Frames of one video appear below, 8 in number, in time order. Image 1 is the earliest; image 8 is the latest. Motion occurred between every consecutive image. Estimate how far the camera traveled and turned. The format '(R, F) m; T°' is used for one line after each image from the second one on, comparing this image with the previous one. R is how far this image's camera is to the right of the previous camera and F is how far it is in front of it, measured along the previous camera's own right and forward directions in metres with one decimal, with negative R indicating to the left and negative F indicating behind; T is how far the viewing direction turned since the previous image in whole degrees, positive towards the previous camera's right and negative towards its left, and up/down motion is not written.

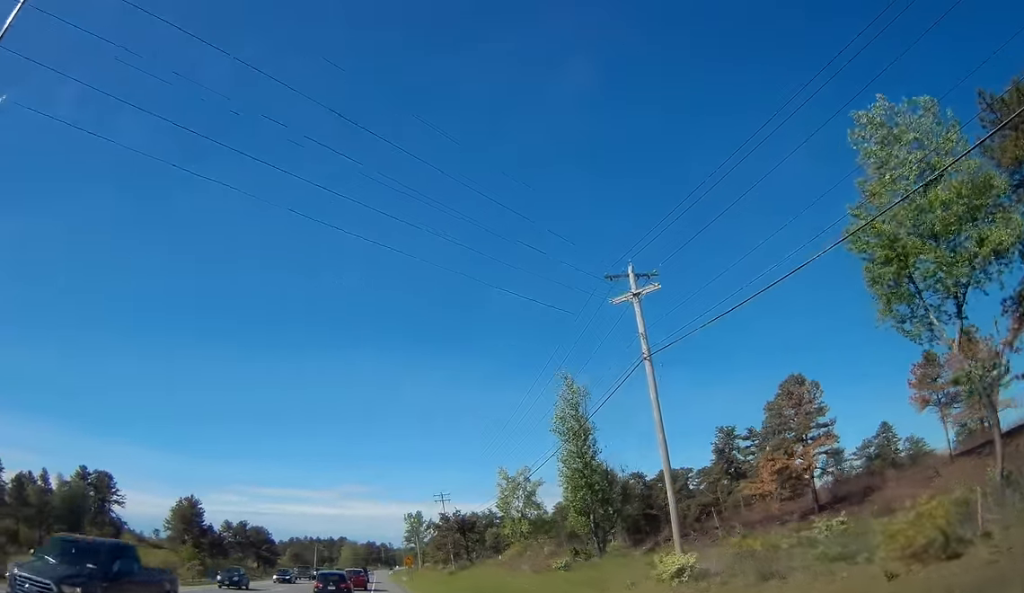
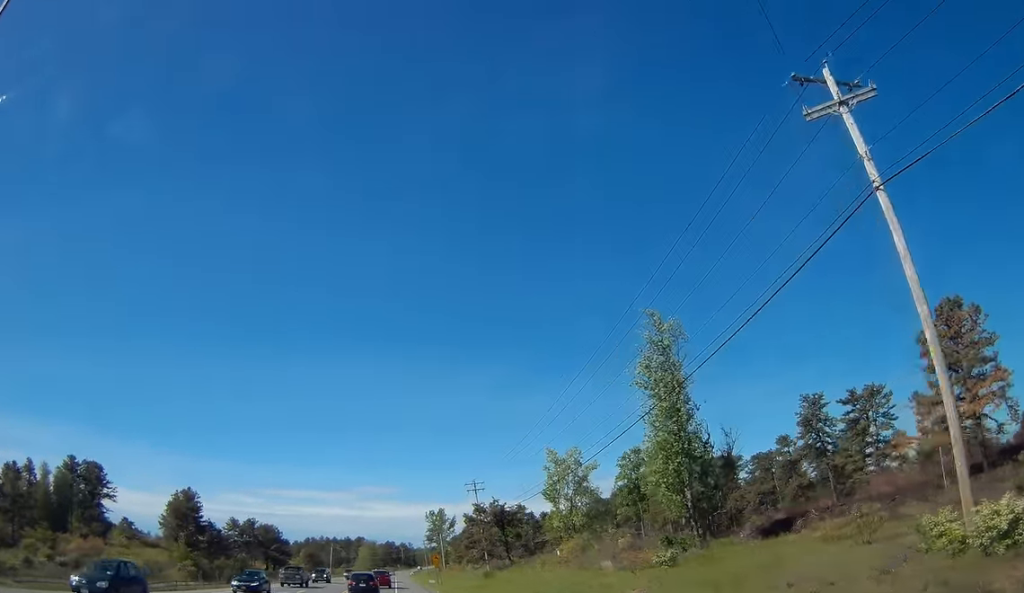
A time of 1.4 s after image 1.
(-0.5, +13.3) m; -3°
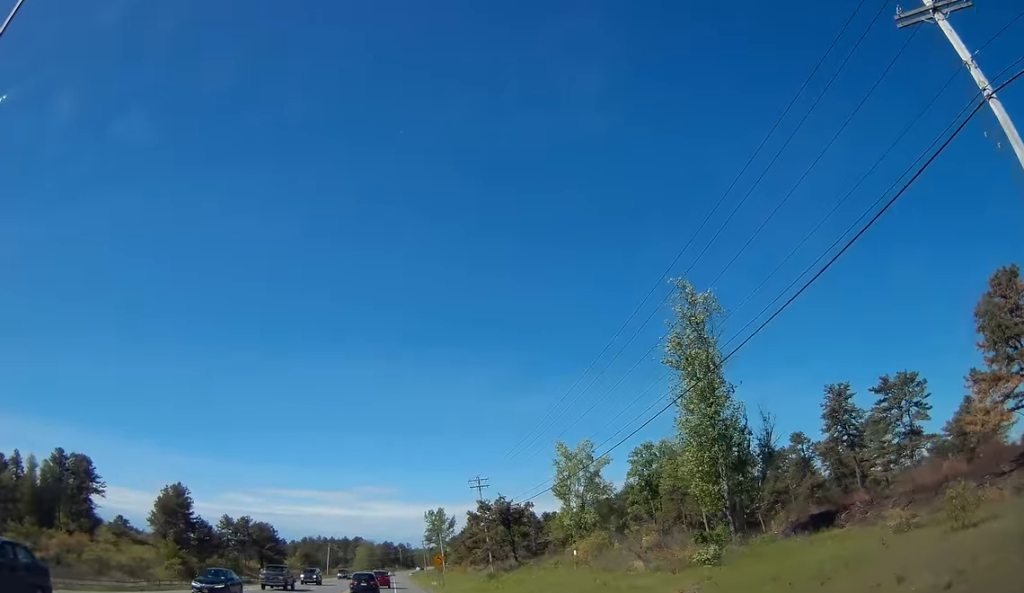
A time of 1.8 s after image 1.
(0.0, +4.6) m; 0°
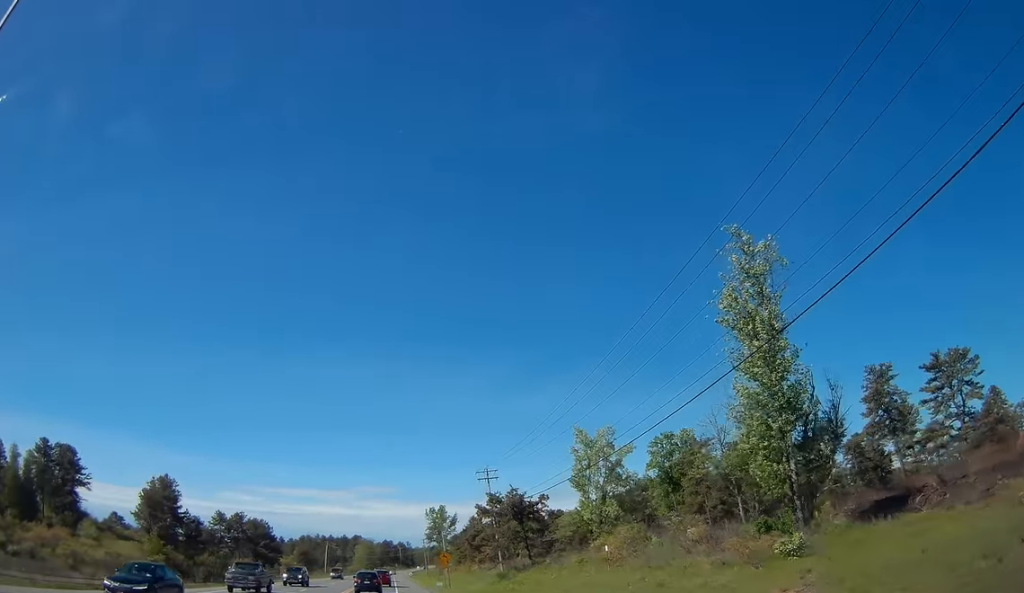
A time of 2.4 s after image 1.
(0.0, +6.3) m; 0°
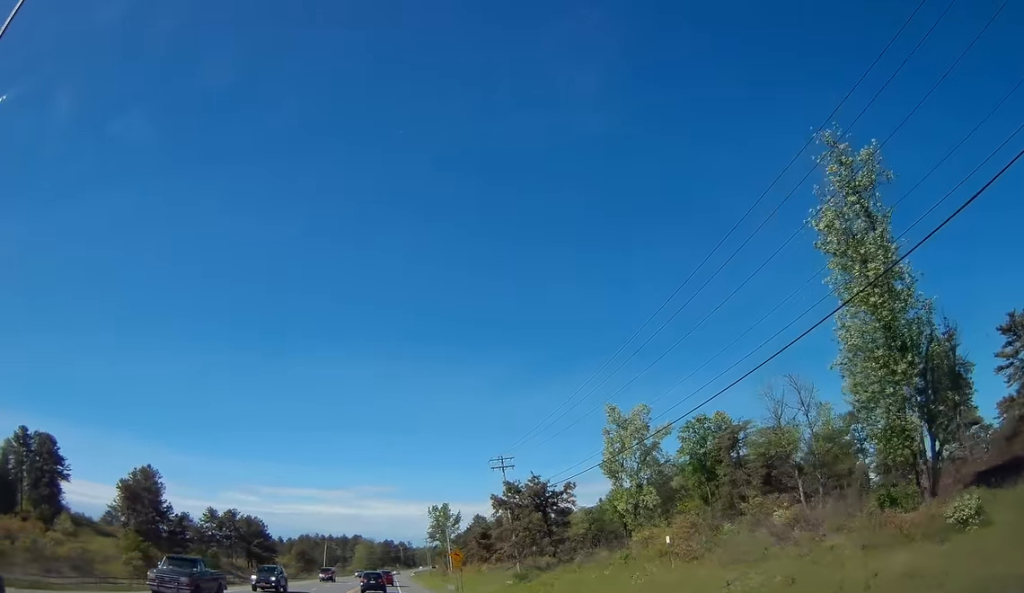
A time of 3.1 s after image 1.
(0.0, +8.2) m; 0°
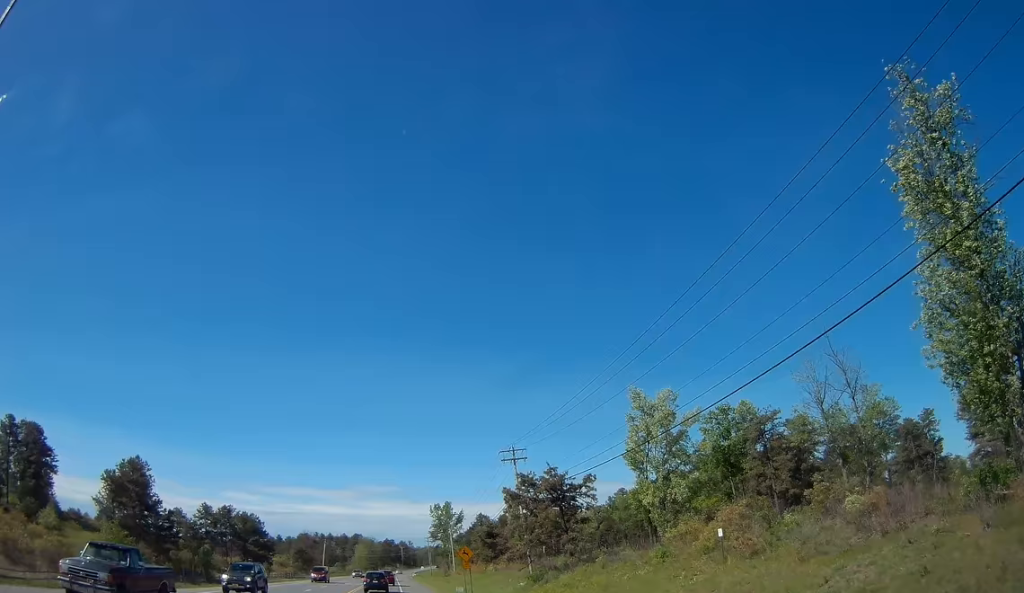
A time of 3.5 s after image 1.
(0.0, +4.9) m; 0°
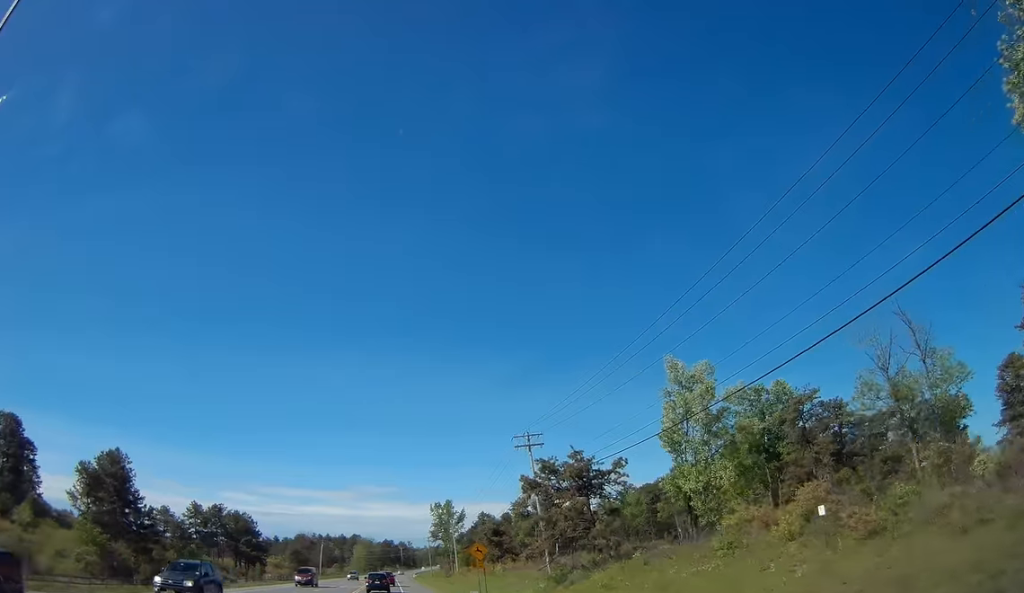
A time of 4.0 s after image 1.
(-0.1, +6.8) m; 0°
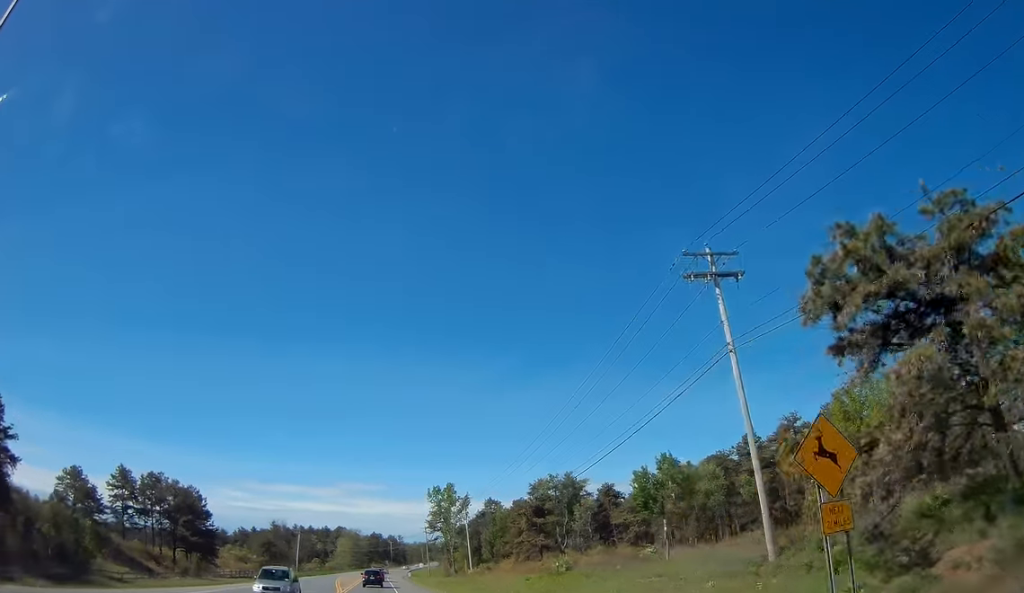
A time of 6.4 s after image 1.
(+0.9, +32.5) m; +3°
